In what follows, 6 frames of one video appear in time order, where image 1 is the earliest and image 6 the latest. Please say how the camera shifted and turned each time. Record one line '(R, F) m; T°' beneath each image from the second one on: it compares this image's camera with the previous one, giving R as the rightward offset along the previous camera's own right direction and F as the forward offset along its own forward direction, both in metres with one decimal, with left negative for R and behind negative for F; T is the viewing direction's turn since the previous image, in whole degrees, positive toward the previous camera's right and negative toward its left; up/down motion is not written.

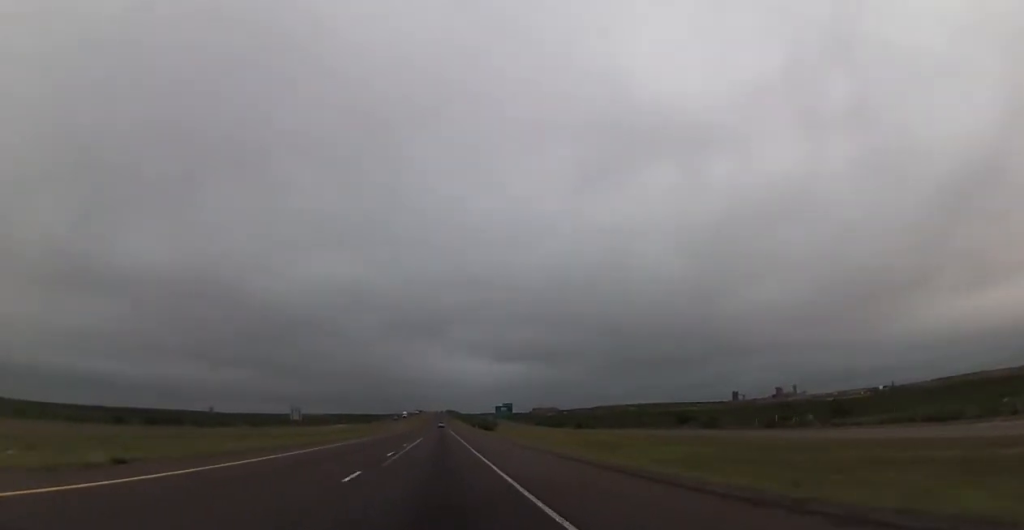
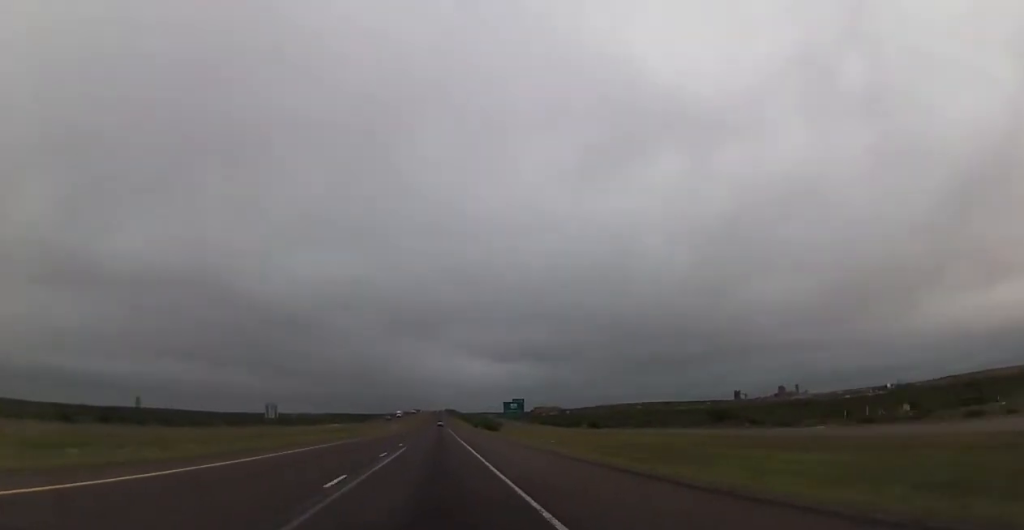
(-0.5, +26.1) m; -1°
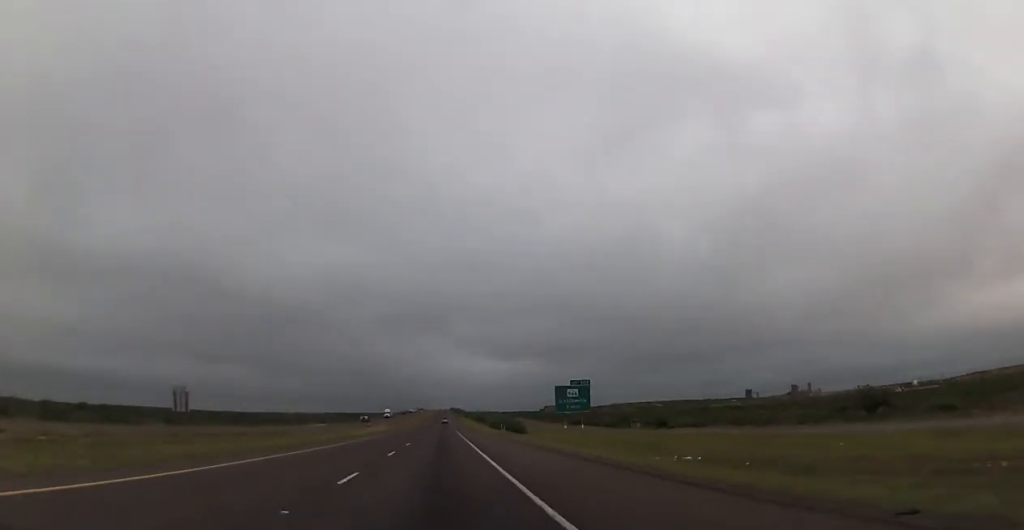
(+0.2, +60.4) m; +1°
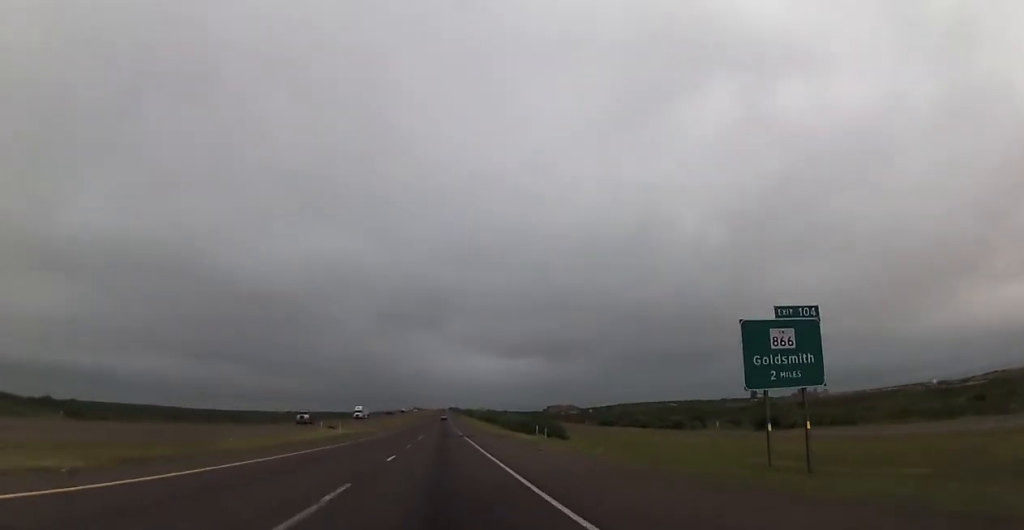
(+0.1, +52.1) m; -1°
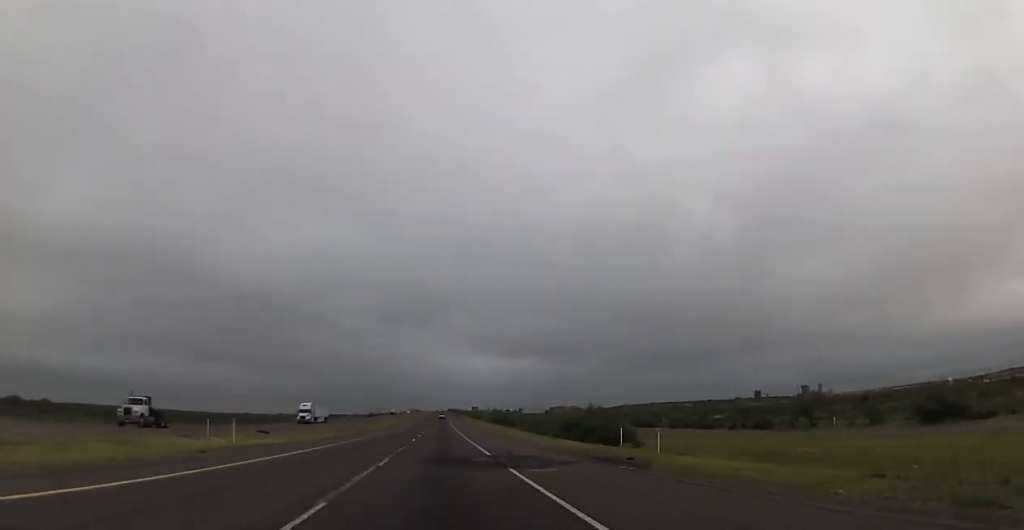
(-0.5, +40.2) m; 0°
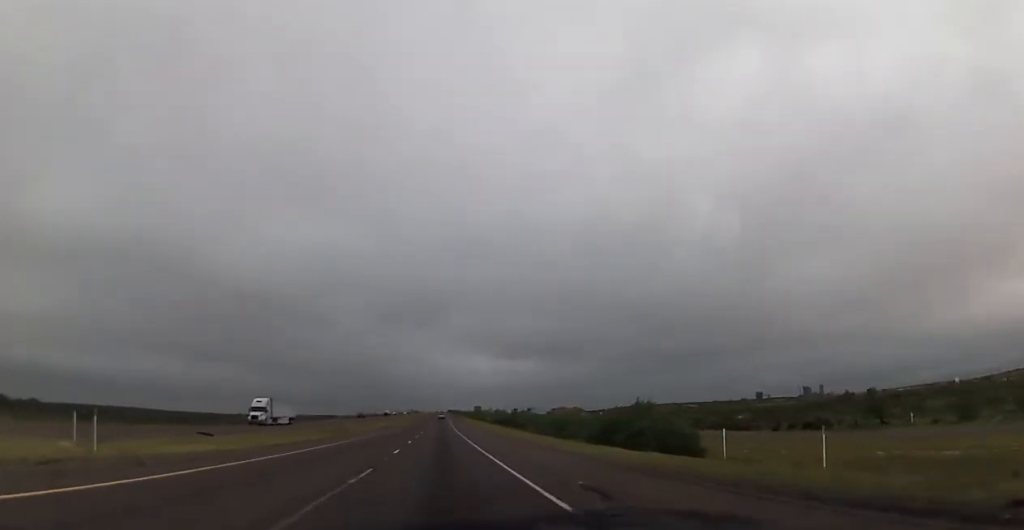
(+0.2, +16.6) m; +1°
